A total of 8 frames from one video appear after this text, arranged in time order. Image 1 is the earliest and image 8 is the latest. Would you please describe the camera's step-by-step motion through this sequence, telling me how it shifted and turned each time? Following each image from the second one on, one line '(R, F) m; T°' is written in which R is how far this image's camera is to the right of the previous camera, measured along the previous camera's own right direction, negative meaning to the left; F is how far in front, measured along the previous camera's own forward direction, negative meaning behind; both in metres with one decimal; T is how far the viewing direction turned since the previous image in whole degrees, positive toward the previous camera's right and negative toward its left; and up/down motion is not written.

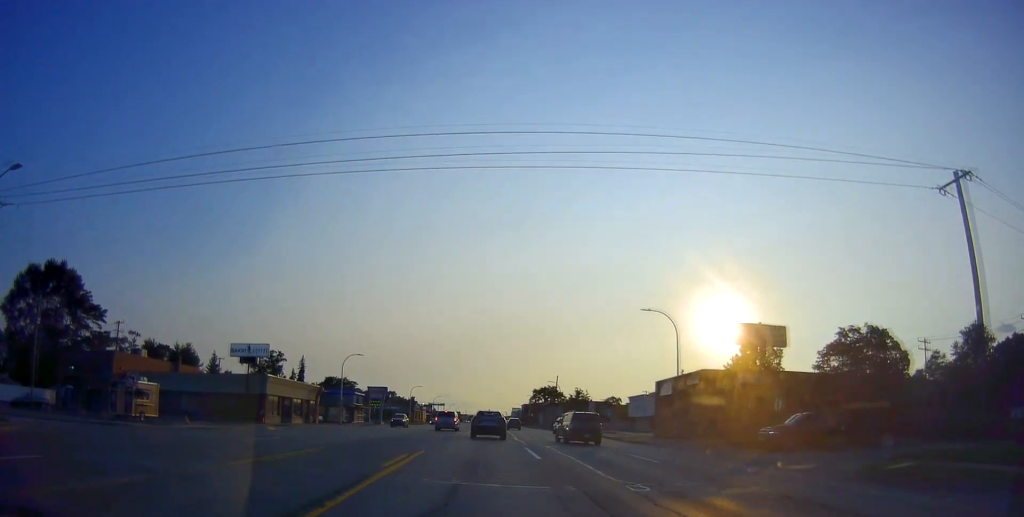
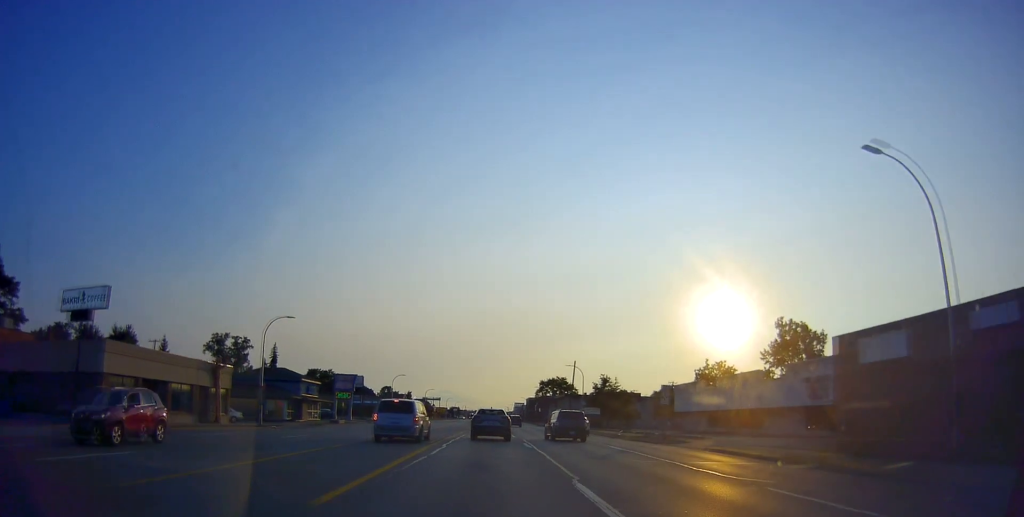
(-0.7, +26.2) m; -1°
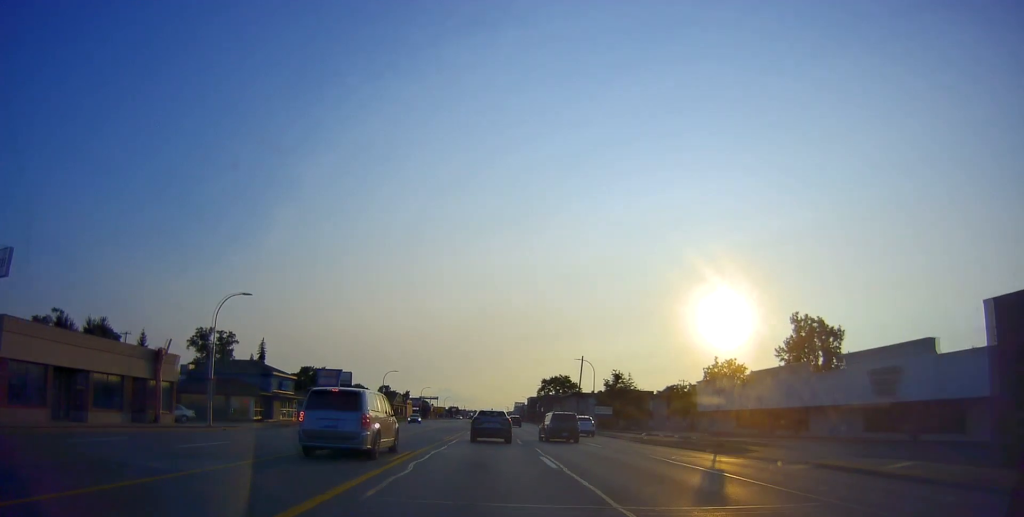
(+0.1, +9.3) m; +1°
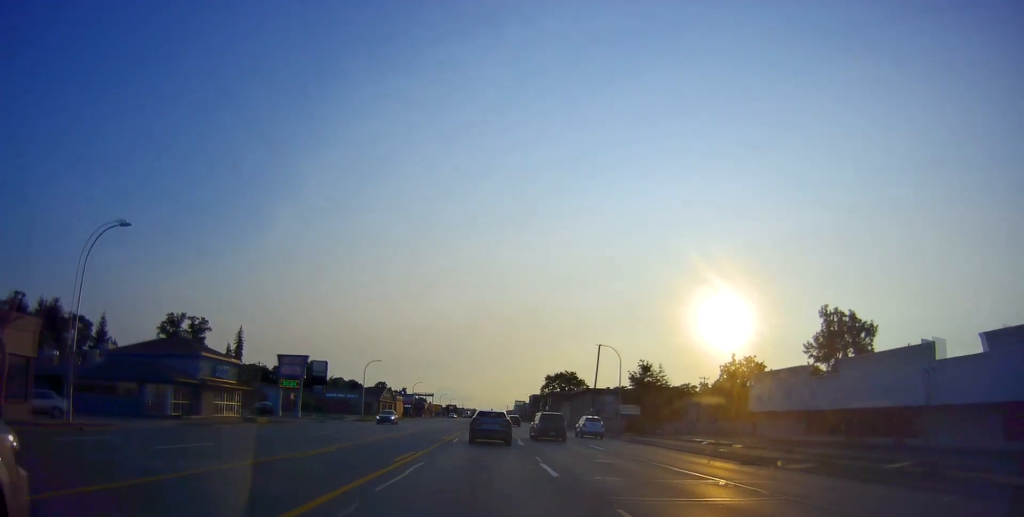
(+0.2, +15.7) m; 0°
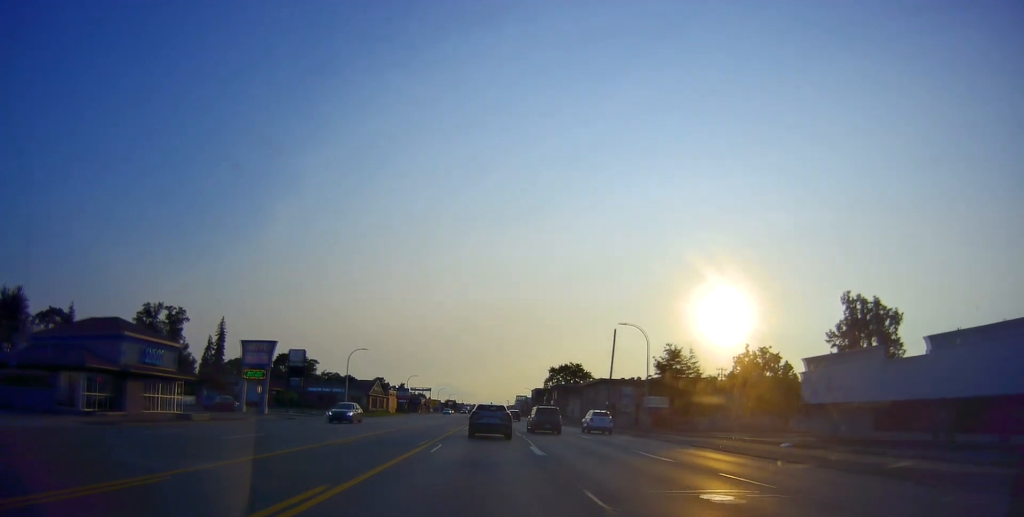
(-0.1, +10.7) m; -1°
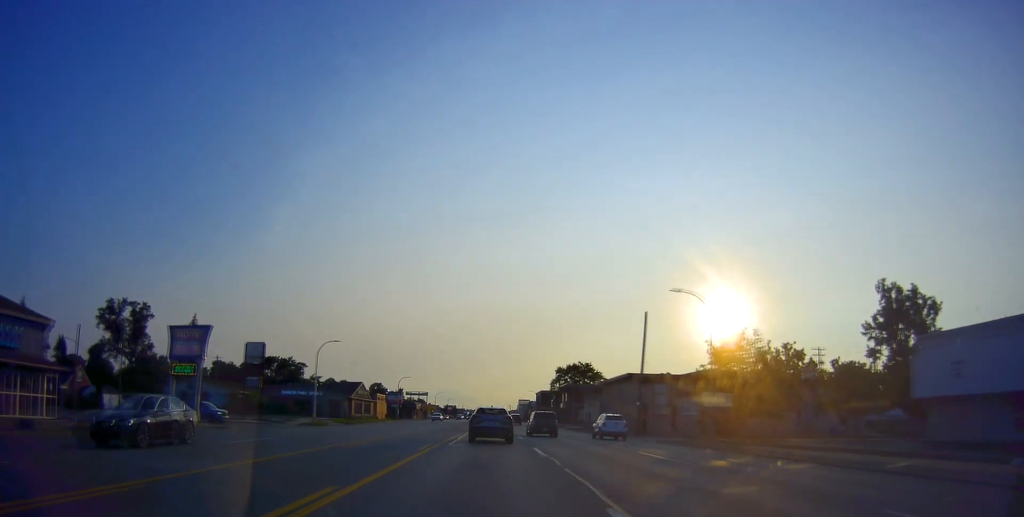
(-0.3, +14.6) m; +1°
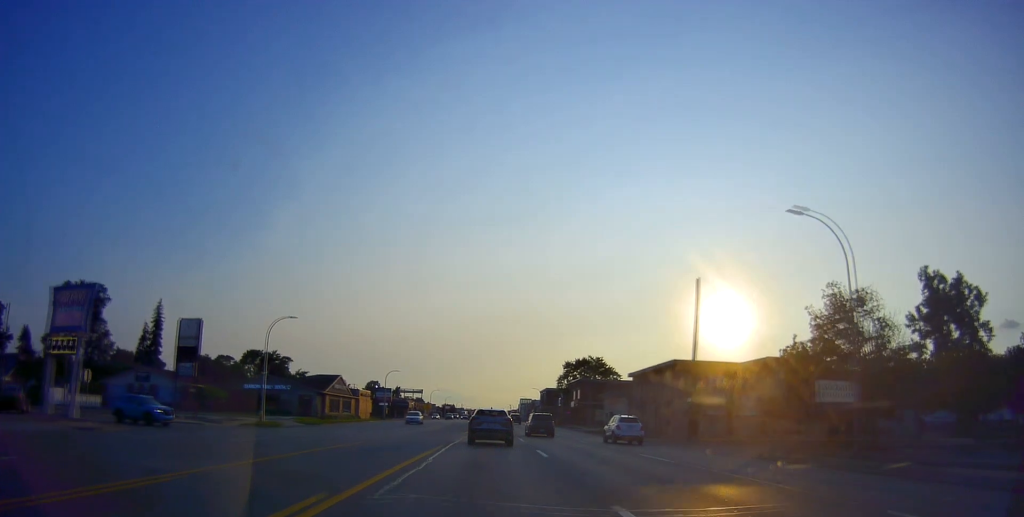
(+0.4, +15.2) m; +2°
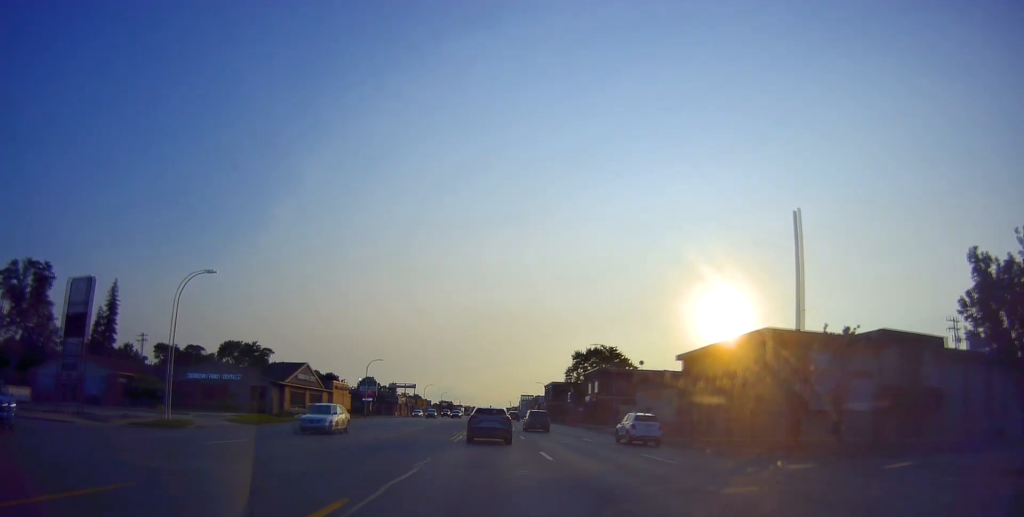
(0.0, +16.0) m; 0°
